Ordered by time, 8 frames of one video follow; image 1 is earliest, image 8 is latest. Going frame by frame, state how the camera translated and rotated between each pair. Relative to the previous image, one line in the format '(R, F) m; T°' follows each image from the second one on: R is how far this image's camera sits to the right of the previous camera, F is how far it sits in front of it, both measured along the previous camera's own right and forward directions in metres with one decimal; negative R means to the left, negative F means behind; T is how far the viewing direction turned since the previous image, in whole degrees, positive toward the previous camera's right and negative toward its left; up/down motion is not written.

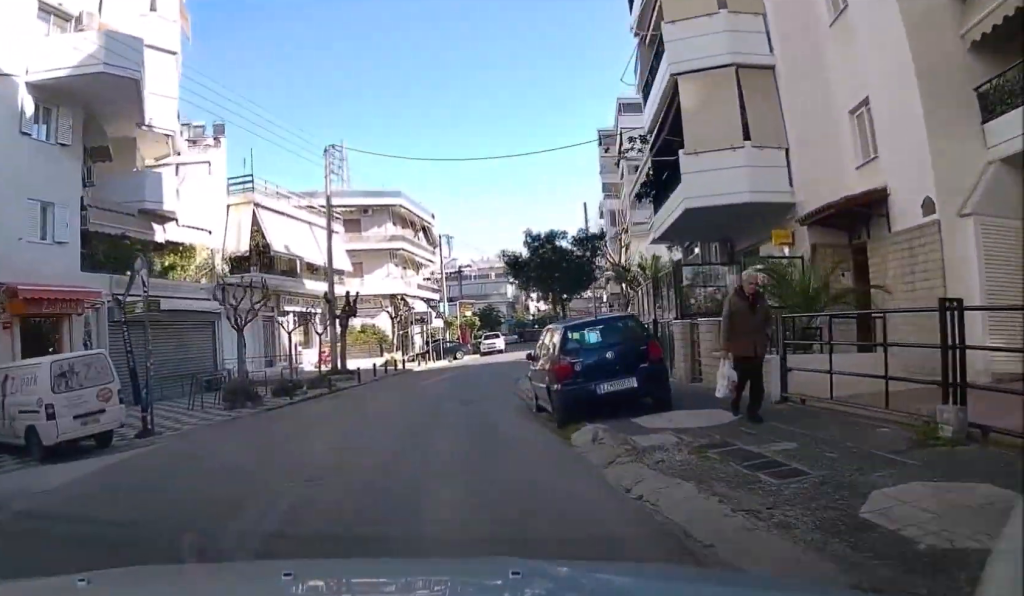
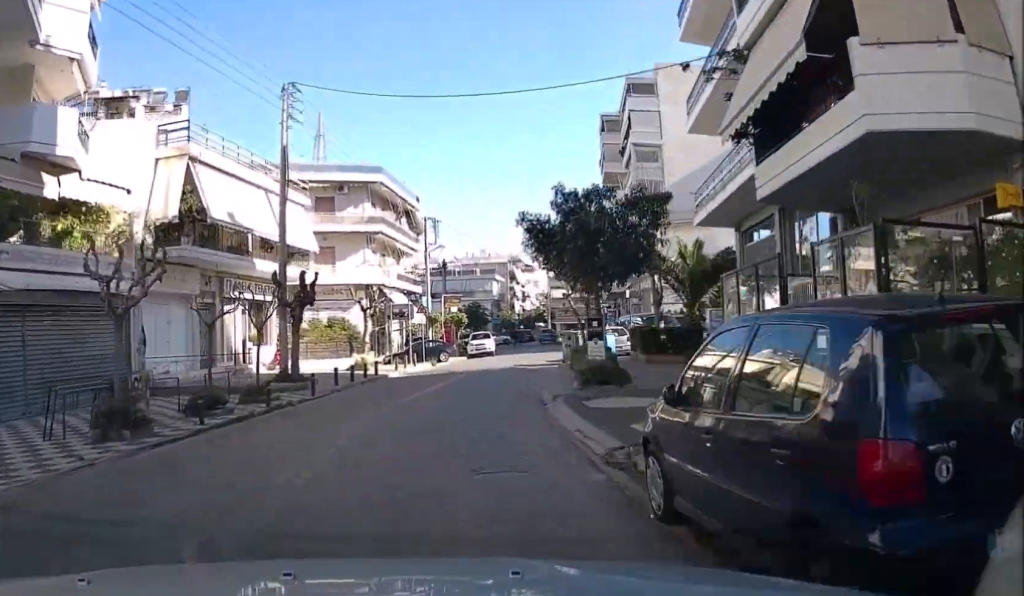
(+0.1, +7.1) m; +1°
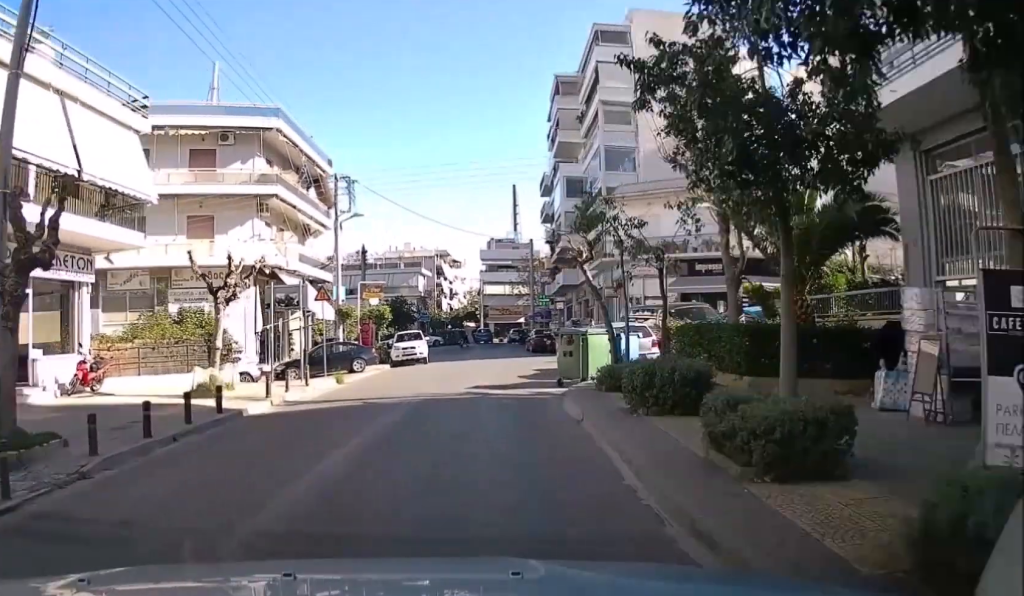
(+0.4, +13.1) m; +6°
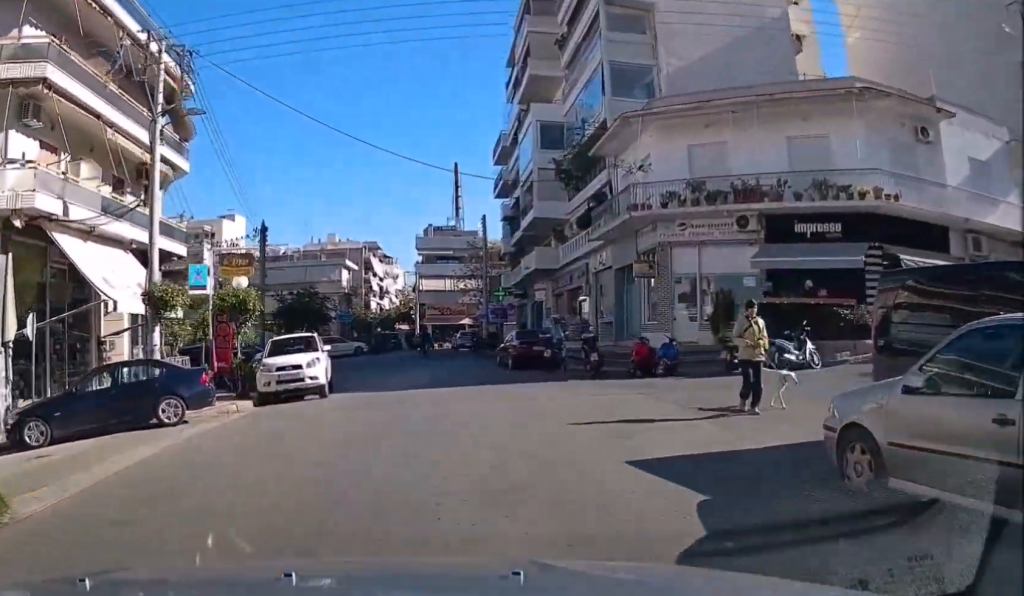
(+1.1, +18.3) m; +4°
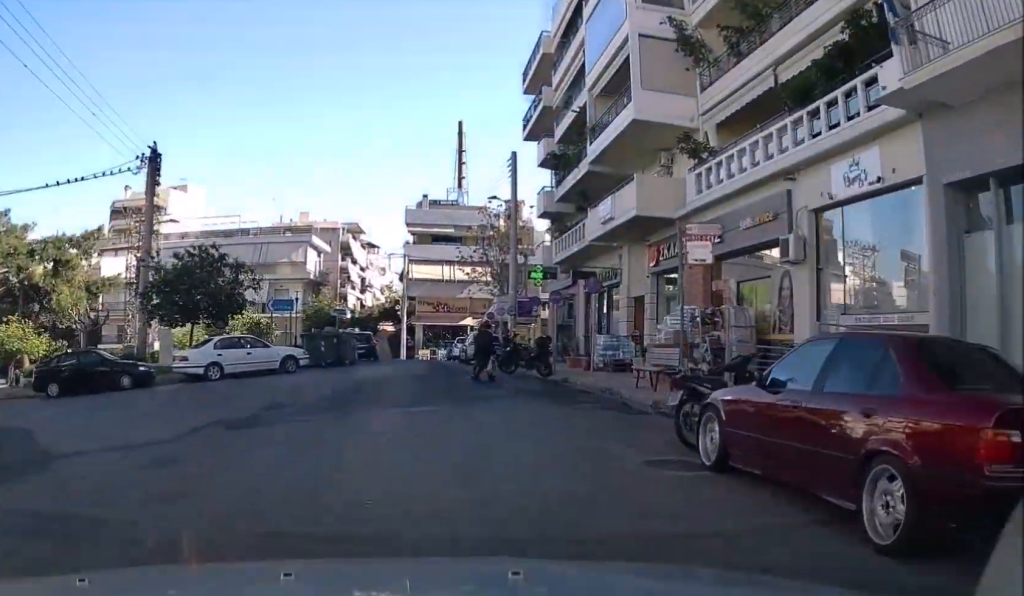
(+0.1, +21.2) m; +1°
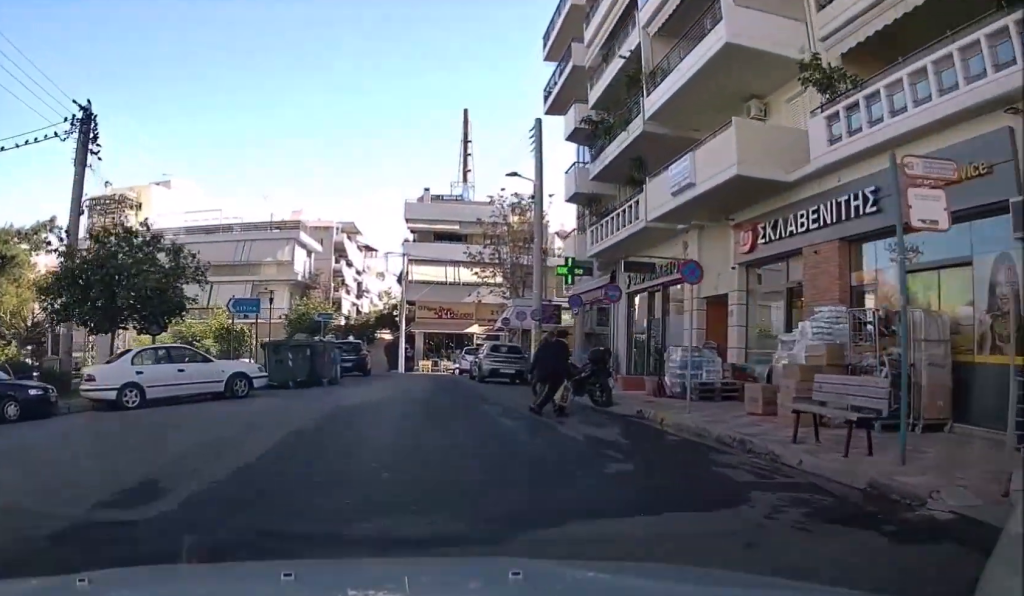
(+0.1, +7.1) m; 0°
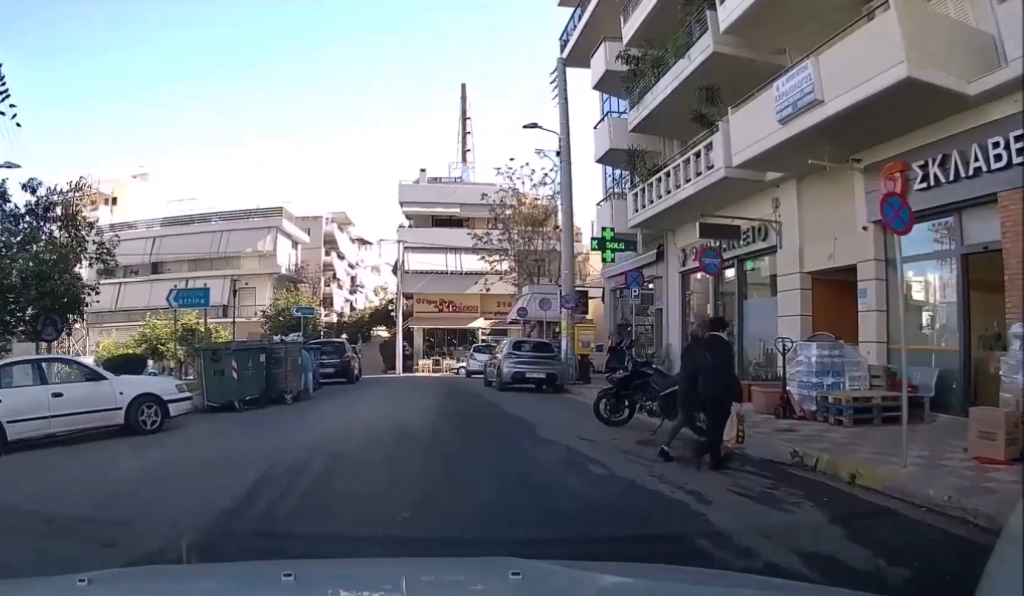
(0.0, +6.2) m; +1°
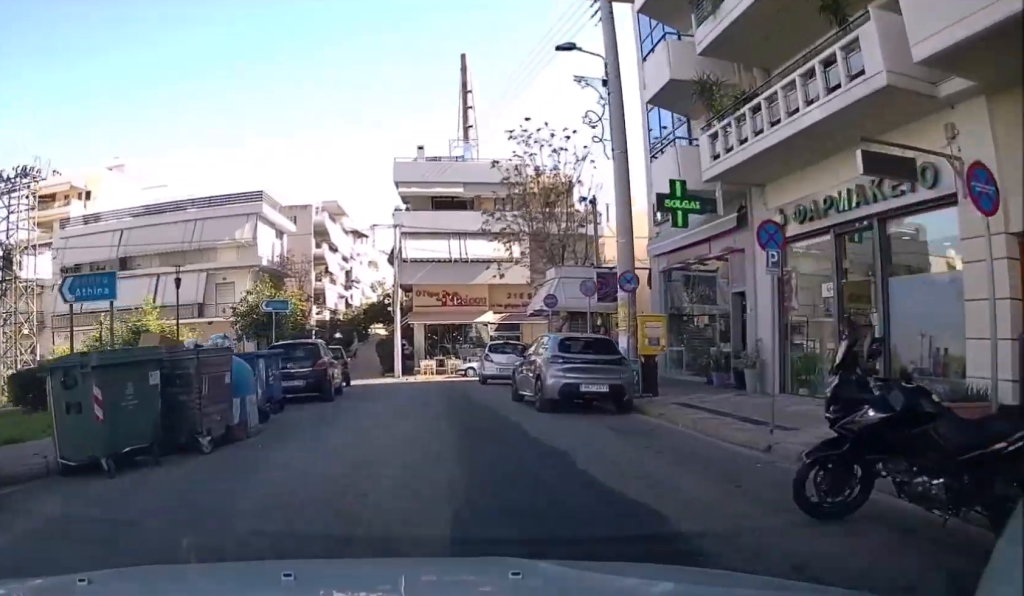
(0.0, +6.1) m; +1°
